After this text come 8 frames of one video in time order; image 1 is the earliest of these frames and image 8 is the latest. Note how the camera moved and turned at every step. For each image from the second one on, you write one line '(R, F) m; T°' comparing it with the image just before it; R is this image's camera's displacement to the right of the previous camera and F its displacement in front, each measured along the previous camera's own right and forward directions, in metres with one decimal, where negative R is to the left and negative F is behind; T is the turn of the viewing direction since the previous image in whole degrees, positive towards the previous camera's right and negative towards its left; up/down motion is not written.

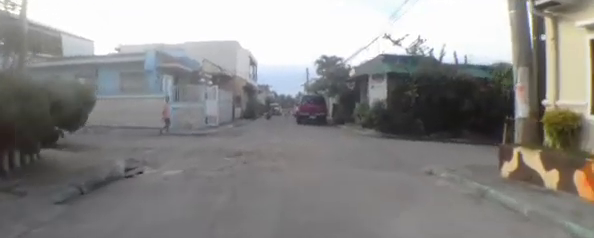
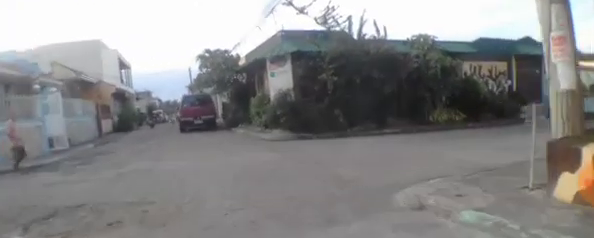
(+0.3, +3.6) m; +20°
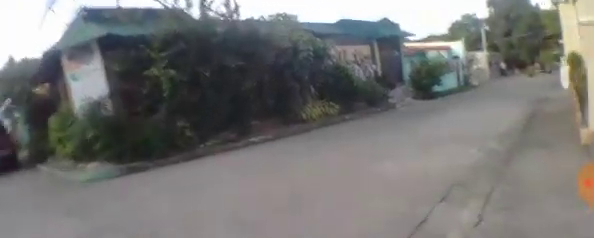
(+0.8, +3.2) m; +26°
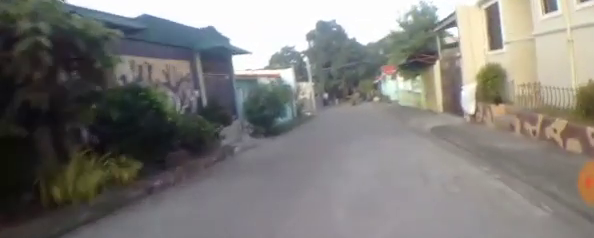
(+1.6, +5.8) m; +26°
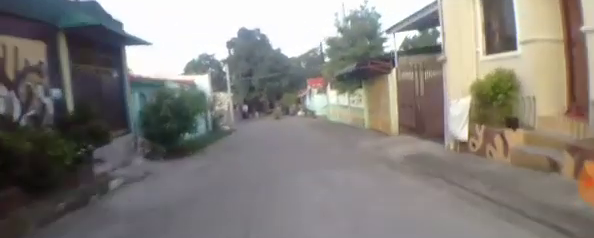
(+0.2, +3.9) m; +12°
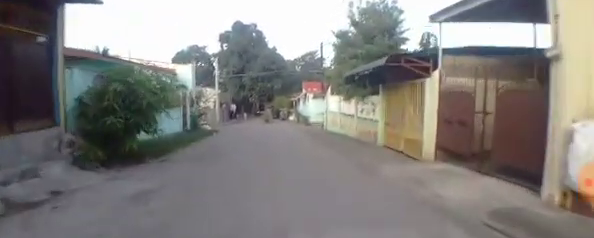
(+0.6, +3.3) m; +6°
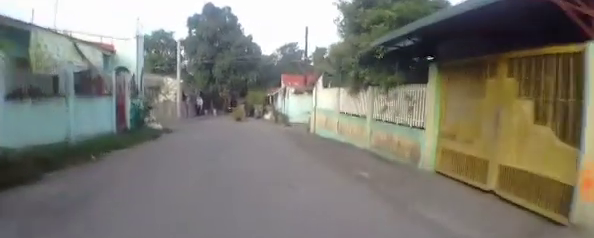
(0.0, +4.6) m; +2°
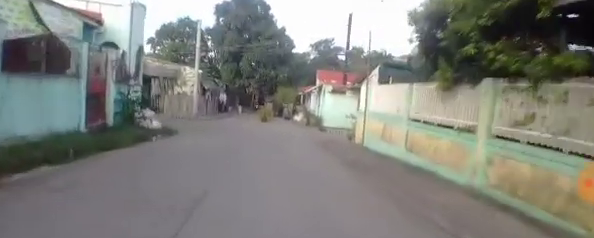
(+0.1, +3.8) m; -2°
